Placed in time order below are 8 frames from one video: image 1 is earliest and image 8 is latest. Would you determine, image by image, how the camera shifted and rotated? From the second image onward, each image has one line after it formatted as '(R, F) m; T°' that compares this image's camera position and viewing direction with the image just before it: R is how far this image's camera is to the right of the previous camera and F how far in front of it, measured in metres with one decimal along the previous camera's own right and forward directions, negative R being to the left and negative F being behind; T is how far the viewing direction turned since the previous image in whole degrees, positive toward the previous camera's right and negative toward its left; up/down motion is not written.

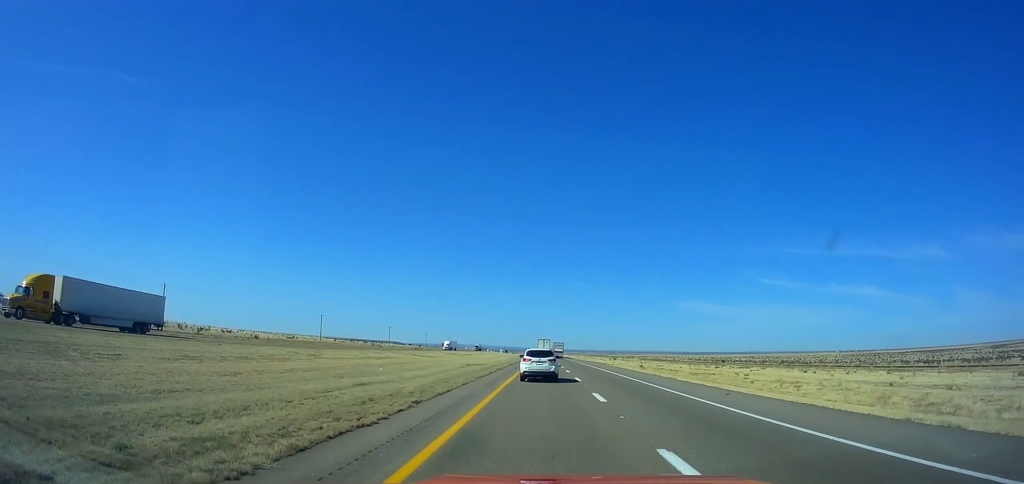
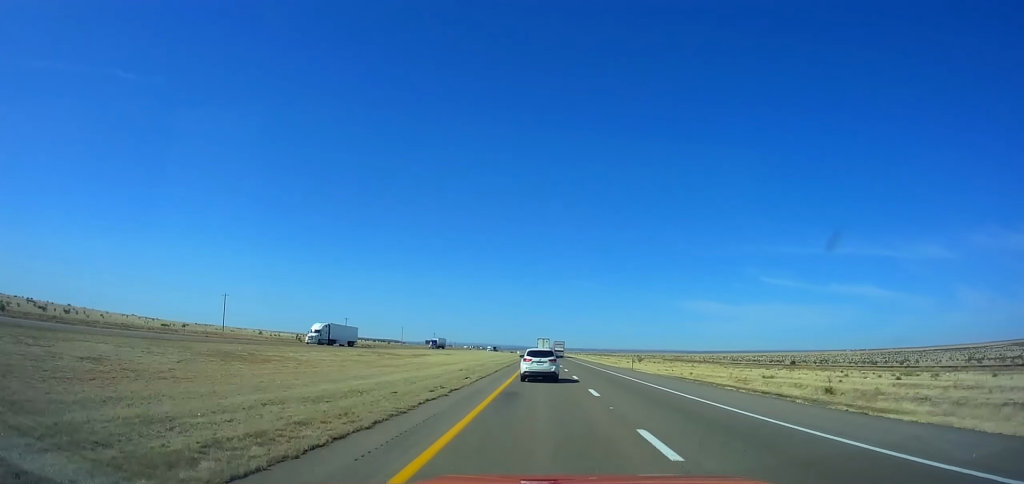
(+0.2, +70.9) m; 0°
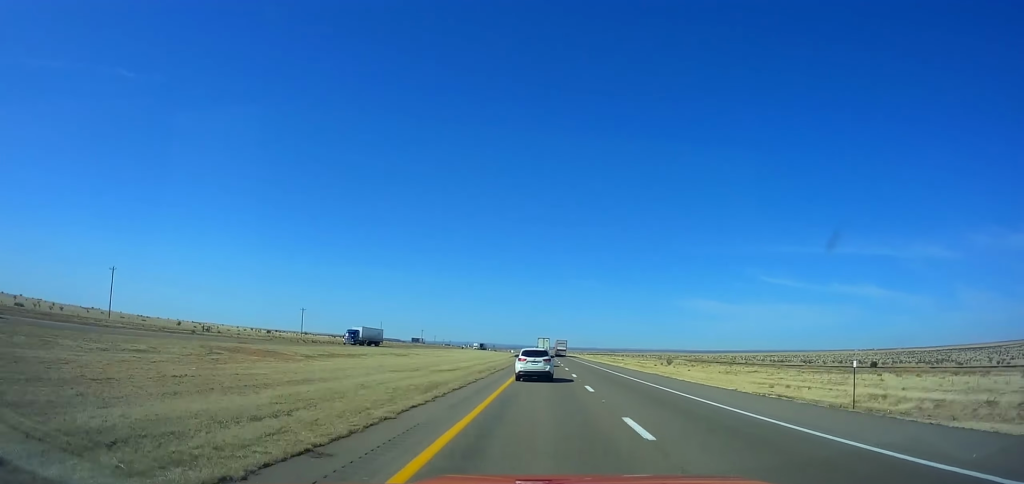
(0.0, +47.1) m; 0°
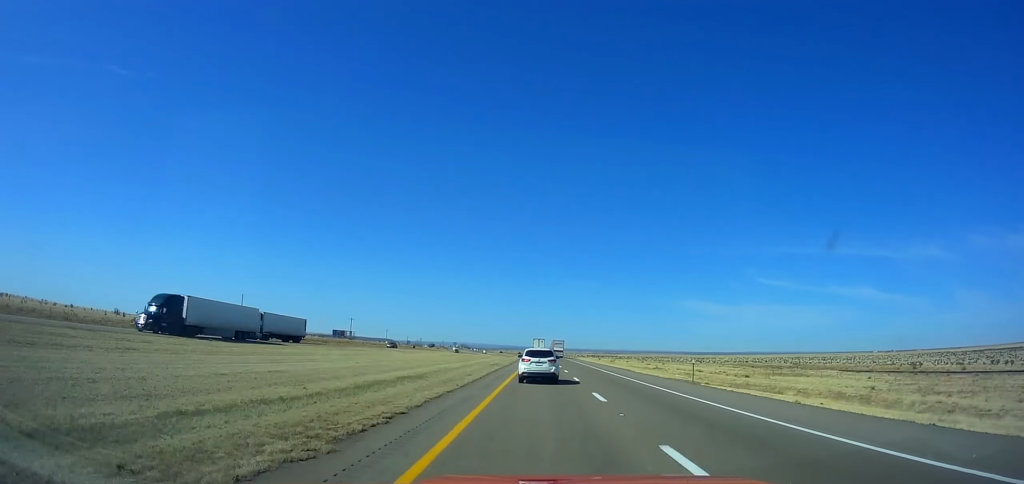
(-0.6, +138.3) m; 0°
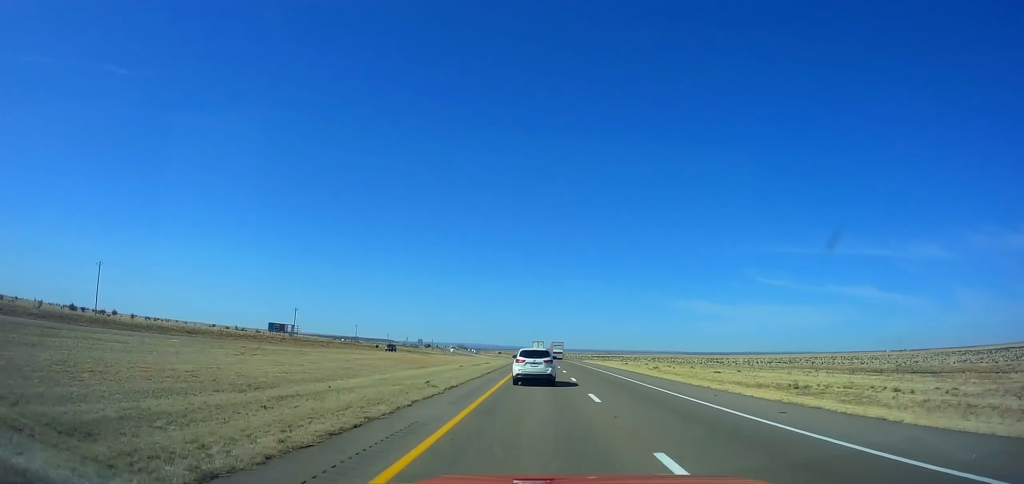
(-0.3, +61.5) m; 0°
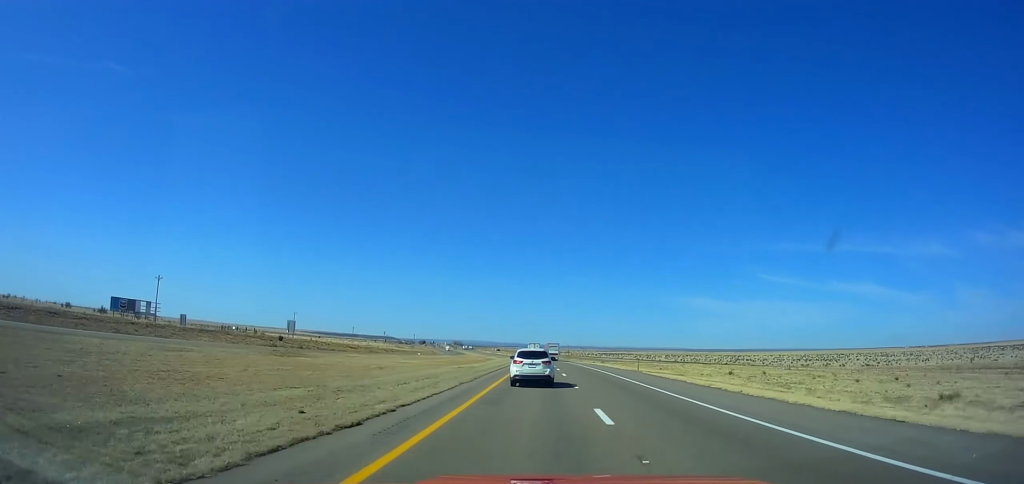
(+0.5, +80.0) m; 0°
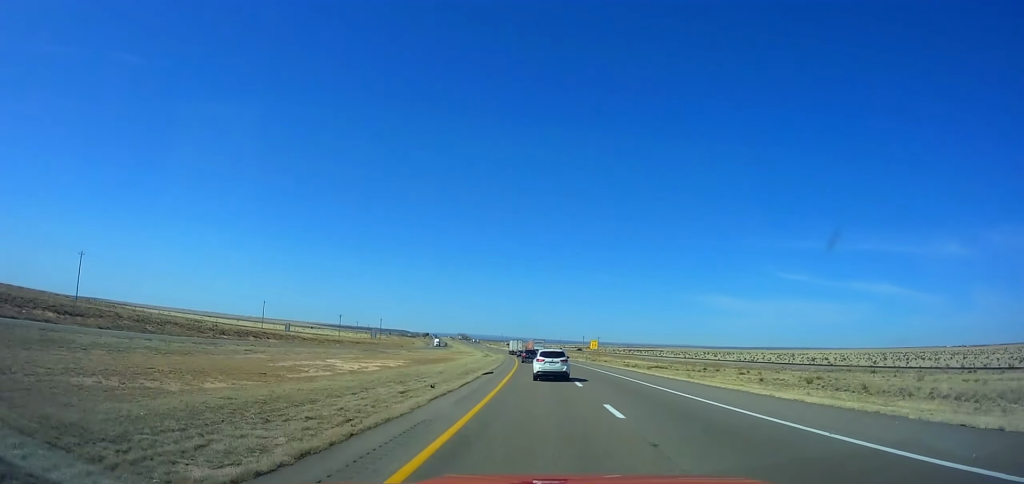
(-0.5, +124.2) m; -2°
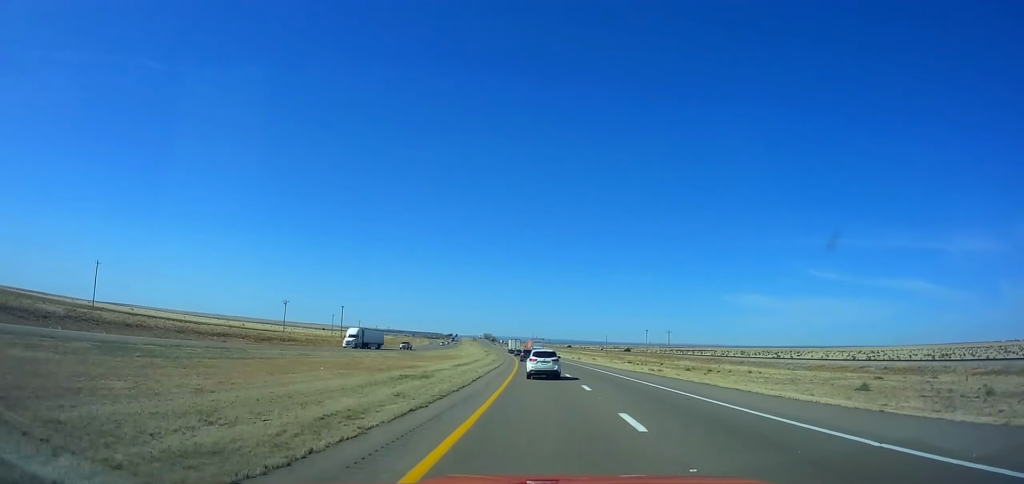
(-3.0, +100.1) m; -3°
